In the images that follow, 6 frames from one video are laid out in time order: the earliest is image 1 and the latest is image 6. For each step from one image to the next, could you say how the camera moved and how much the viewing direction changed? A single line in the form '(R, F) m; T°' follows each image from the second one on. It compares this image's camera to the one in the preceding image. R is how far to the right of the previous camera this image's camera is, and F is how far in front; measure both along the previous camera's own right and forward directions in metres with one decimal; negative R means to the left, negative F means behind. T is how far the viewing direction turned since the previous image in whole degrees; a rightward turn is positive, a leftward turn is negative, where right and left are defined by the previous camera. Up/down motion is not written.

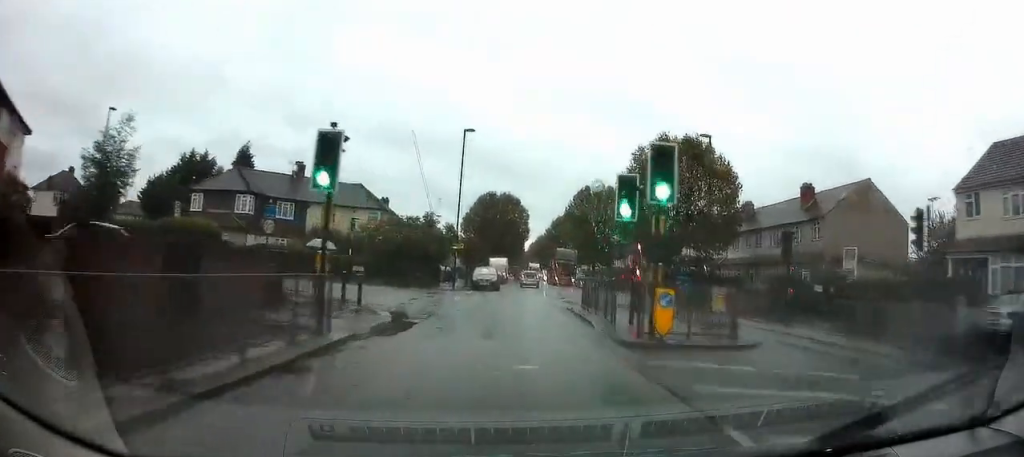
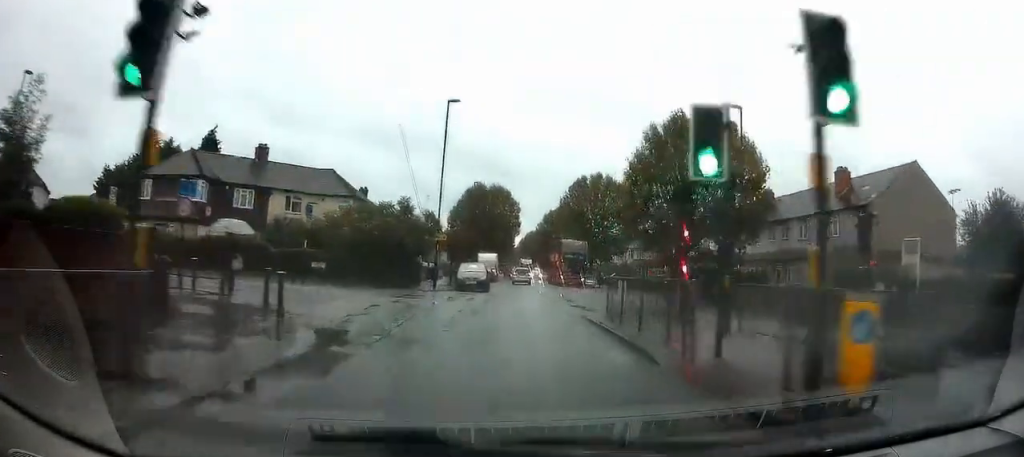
(+0.1, +5.8) m; +2°
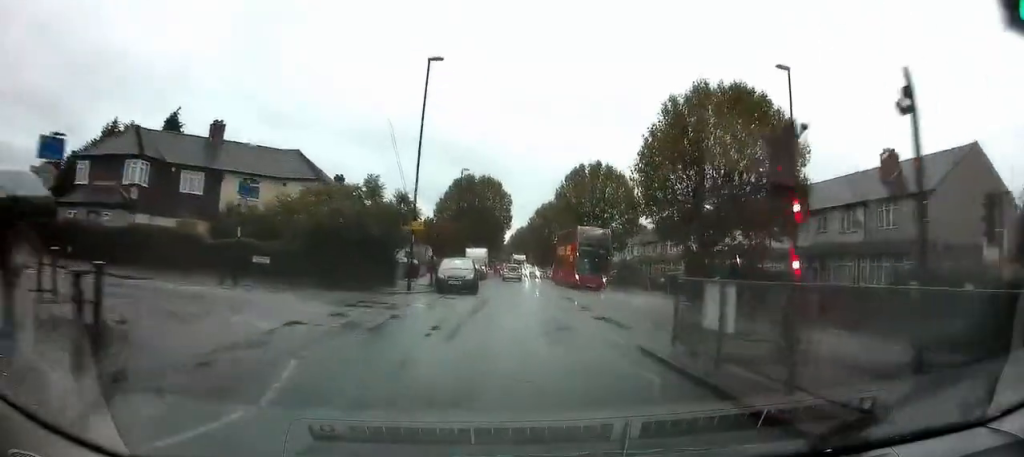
(+0.1, +5.9) m; +2°
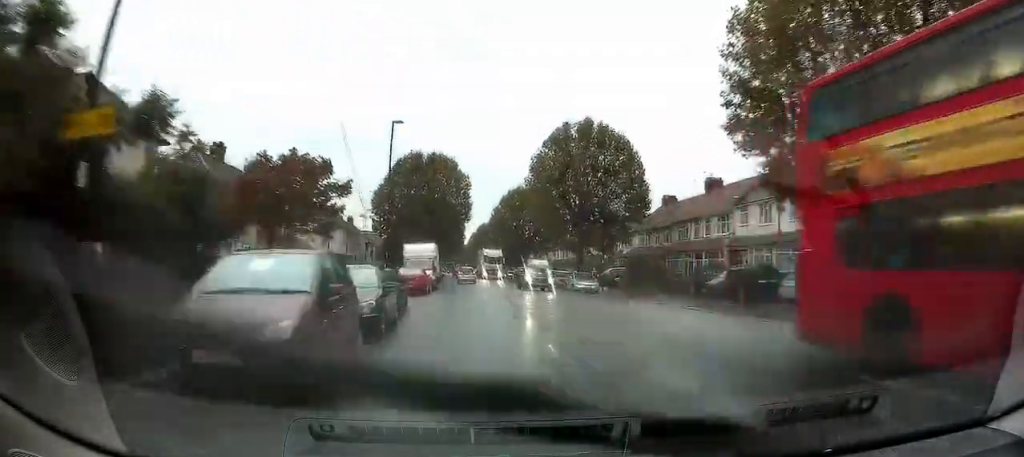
(+0.5, +18.9) m; +1°
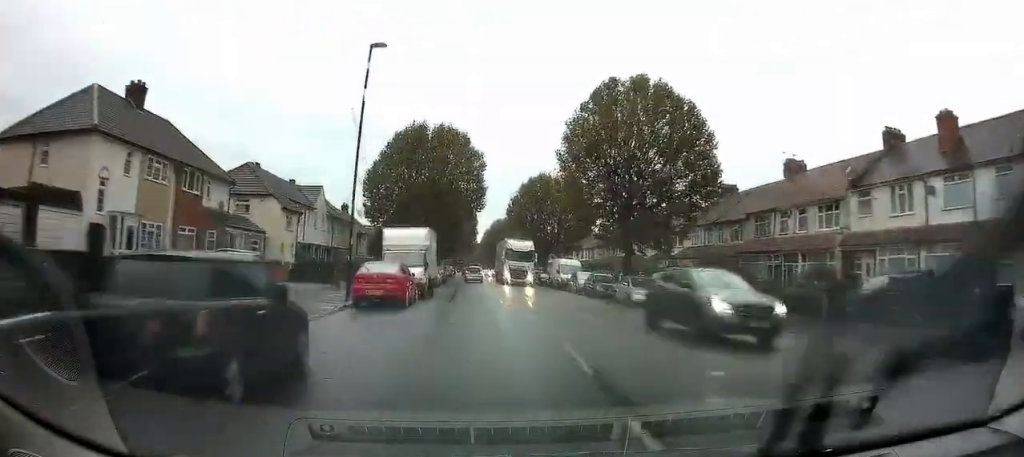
(-0.1, +11.8) m; 0°
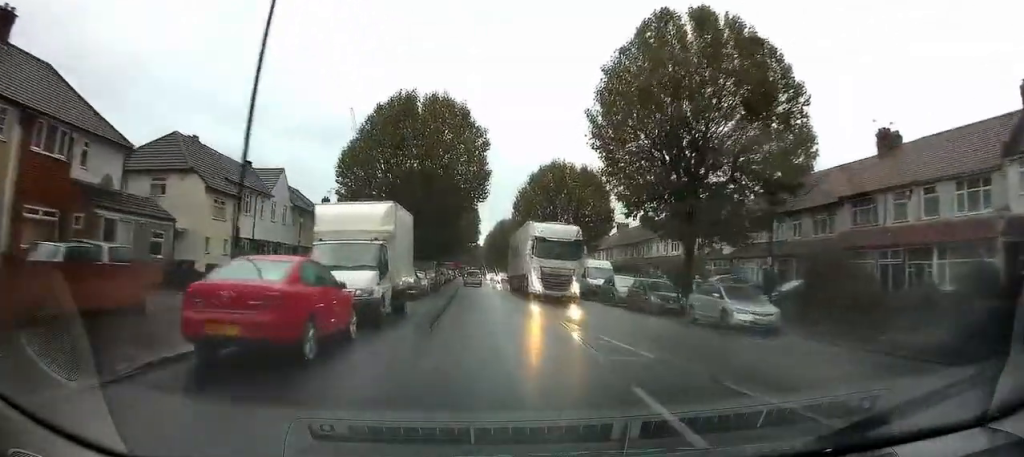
(+0.1, +10.4) m; -1°
